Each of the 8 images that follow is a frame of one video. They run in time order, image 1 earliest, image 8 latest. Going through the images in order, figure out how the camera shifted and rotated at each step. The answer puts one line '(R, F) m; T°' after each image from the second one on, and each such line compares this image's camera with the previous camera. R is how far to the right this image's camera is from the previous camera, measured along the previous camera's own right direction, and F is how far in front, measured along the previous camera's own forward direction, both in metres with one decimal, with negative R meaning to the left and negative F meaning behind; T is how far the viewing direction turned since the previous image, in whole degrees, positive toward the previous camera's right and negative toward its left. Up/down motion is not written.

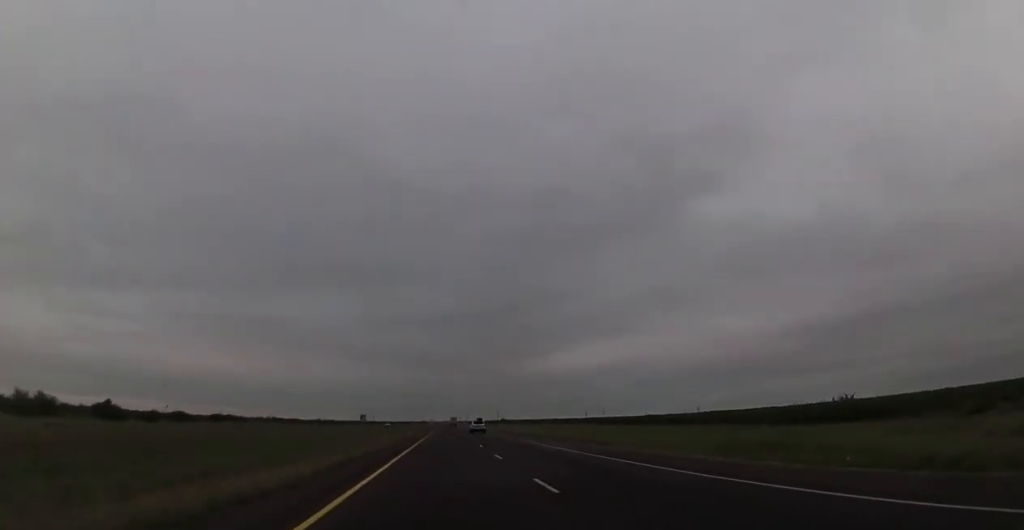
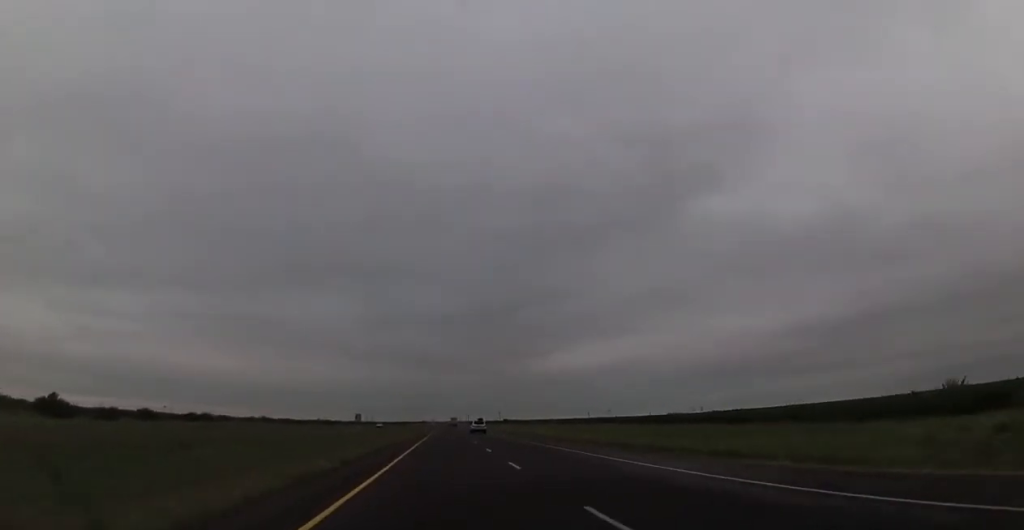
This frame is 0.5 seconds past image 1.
(-0.2, +17.4) m; 0°
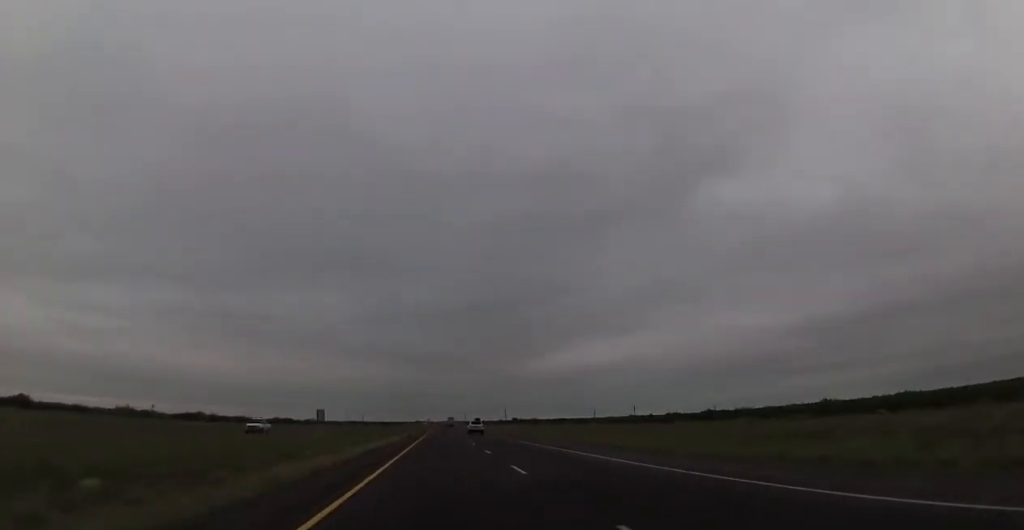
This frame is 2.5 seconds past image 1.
(0.0, +74.5) m; 0°
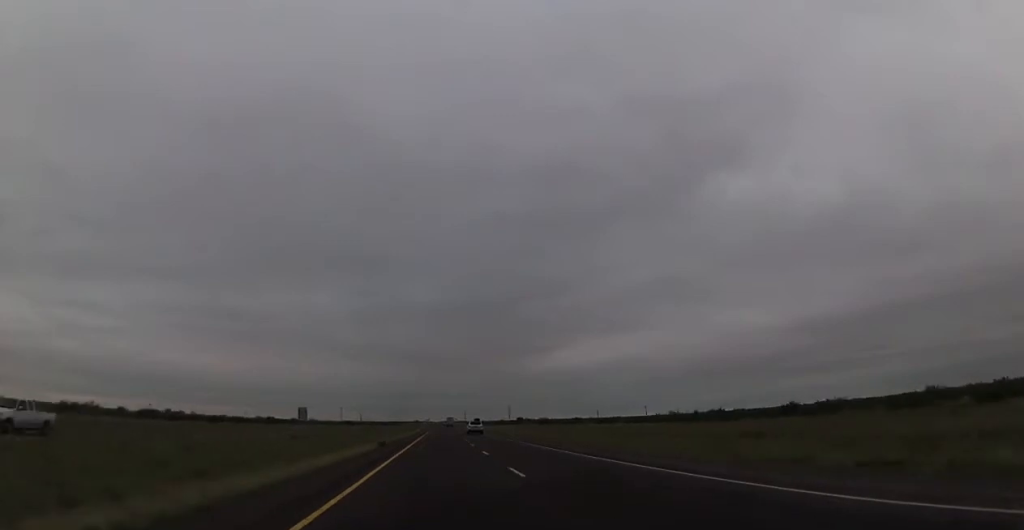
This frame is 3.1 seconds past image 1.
(+0.4, +24.8) m; +1°
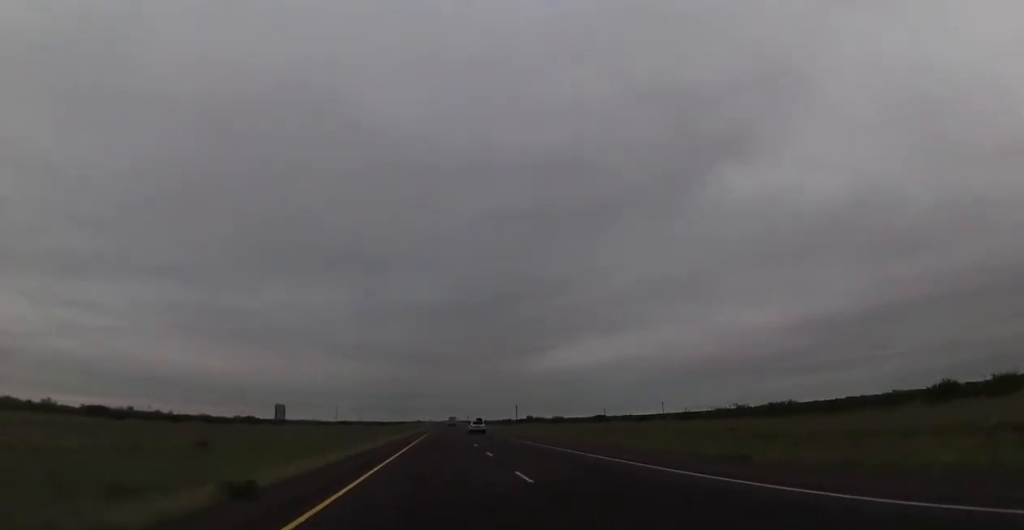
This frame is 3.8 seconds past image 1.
(+0.1, +26.1) m; 0°
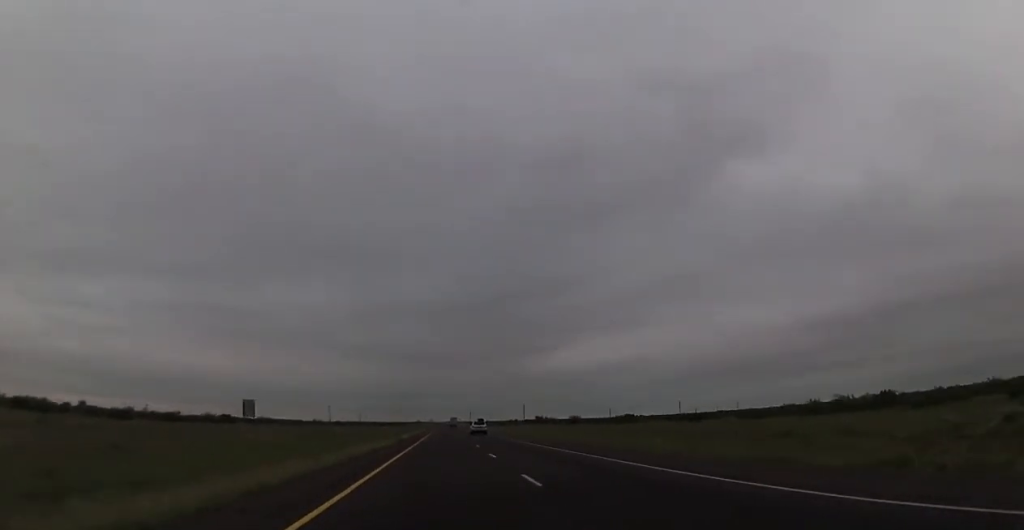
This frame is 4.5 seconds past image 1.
(0.0, +24.9) m; 0°
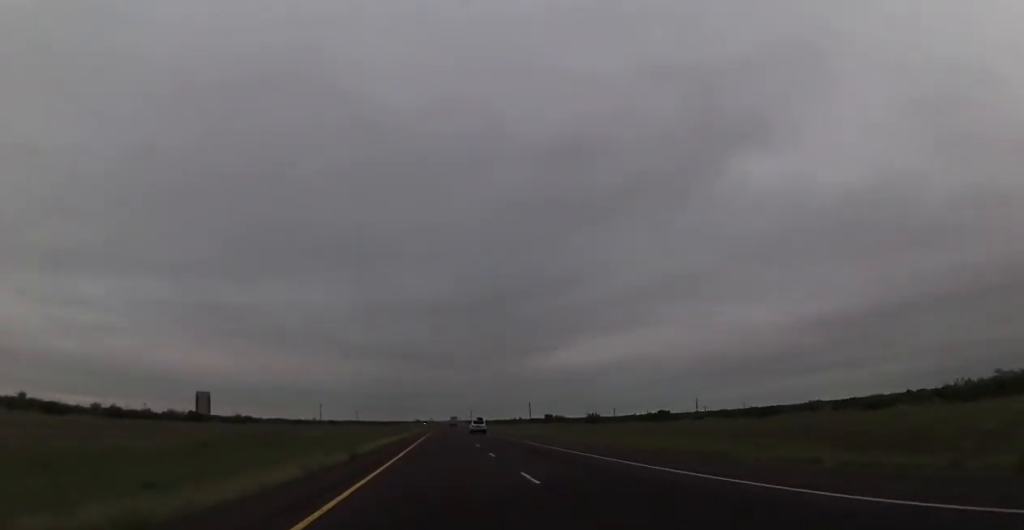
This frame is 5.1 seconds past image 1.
(+0.2, +23.7) m; -1°
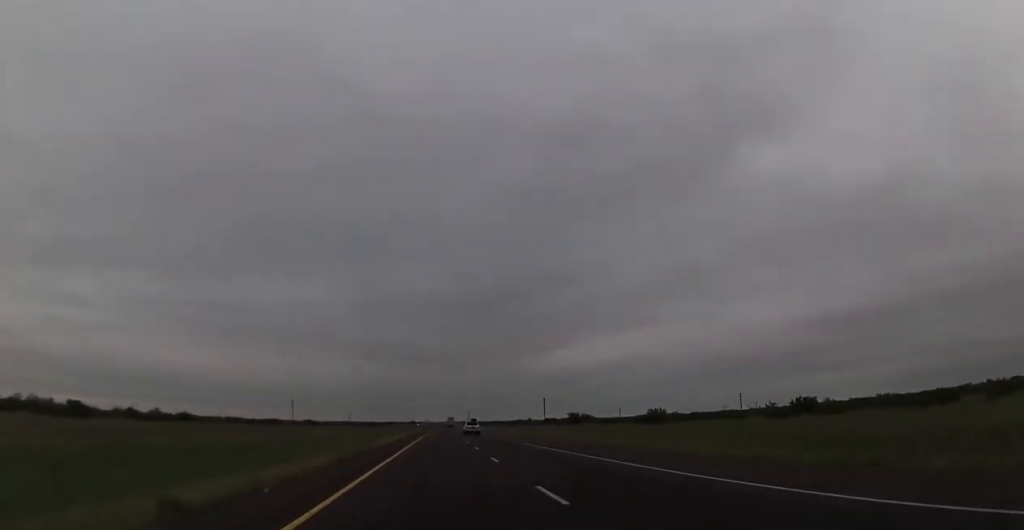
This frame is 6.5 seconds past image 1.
(-0.7, +52.3) m; 0°
